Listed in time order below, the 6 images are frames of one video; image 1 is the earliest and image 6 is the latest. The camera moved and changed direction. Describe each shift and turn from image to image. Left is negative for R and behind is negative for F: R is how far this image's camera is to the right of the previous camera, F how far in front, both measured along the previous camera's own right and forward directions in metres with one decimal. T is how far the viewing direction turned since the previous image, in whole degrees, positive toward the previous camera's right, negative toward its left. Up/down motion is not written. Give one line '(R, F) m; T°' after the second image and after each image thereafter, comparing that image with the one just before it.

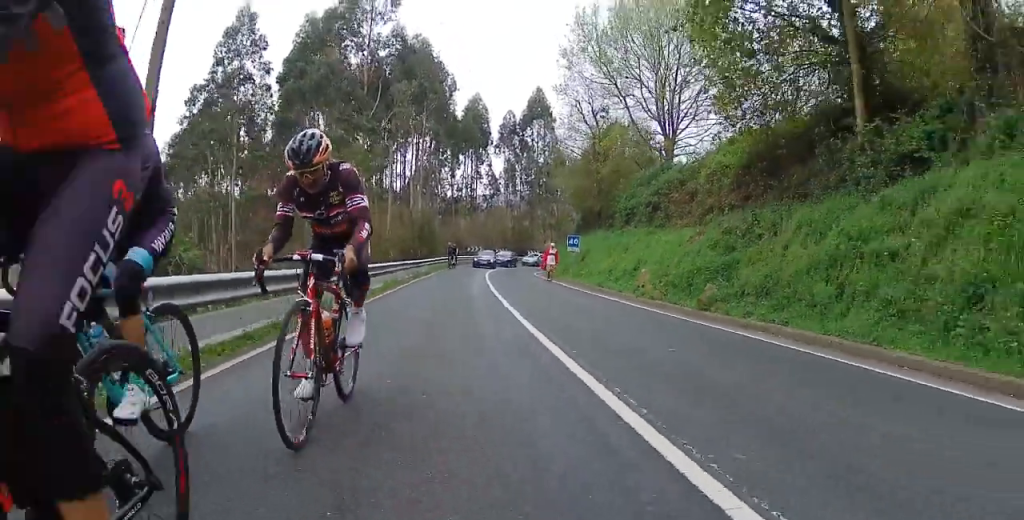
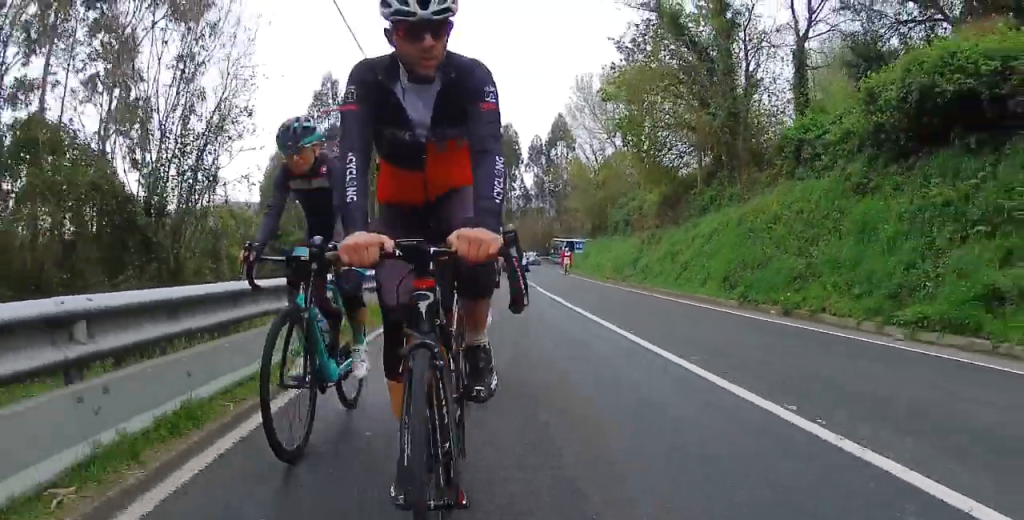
(-0.5, +14.7) m; -3°
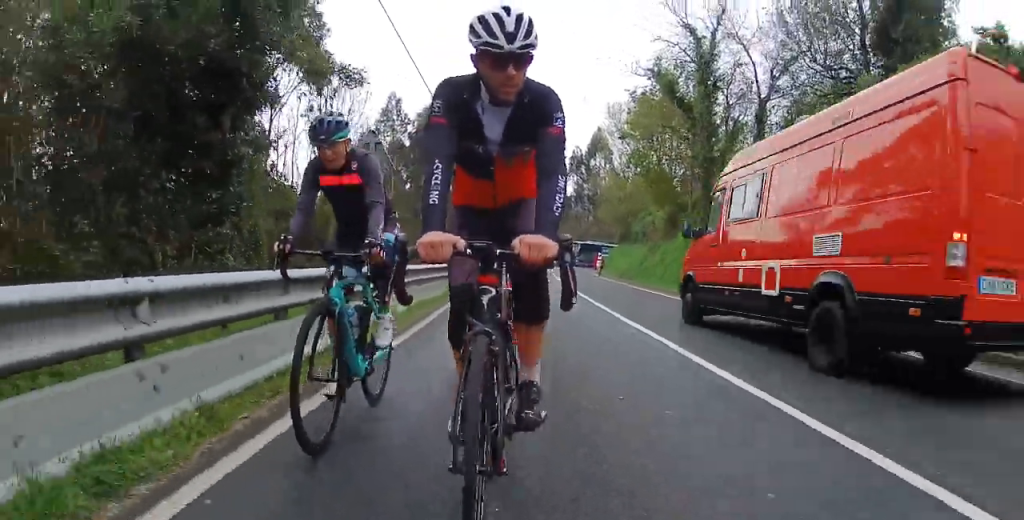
(0.0, +8.6) m; 0°
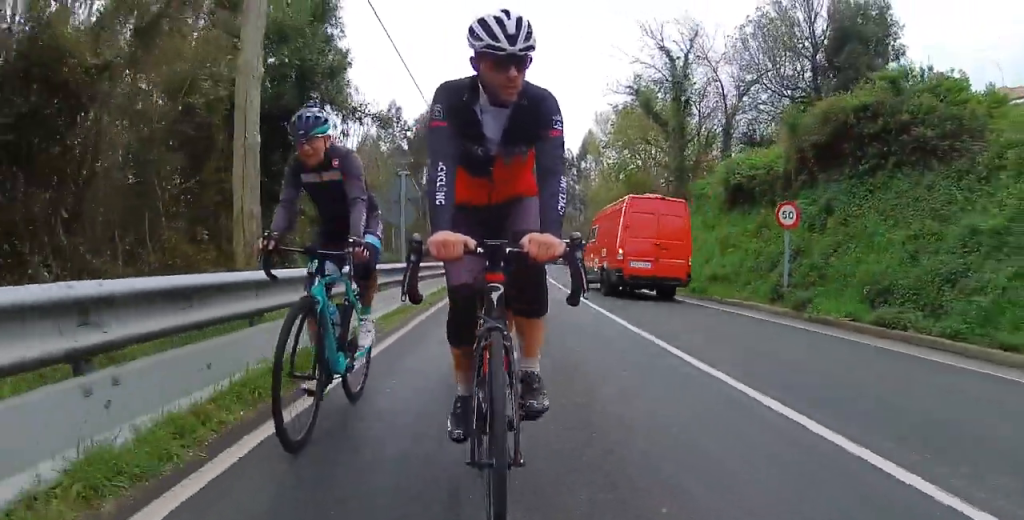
(+0.2, +3.7) m; 0°
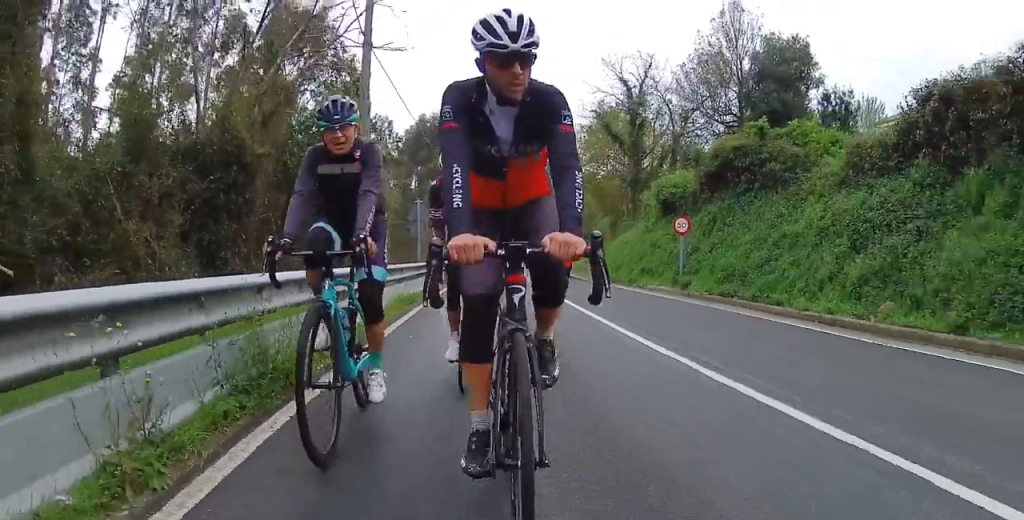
(-0.2, +6.4) m; -2°
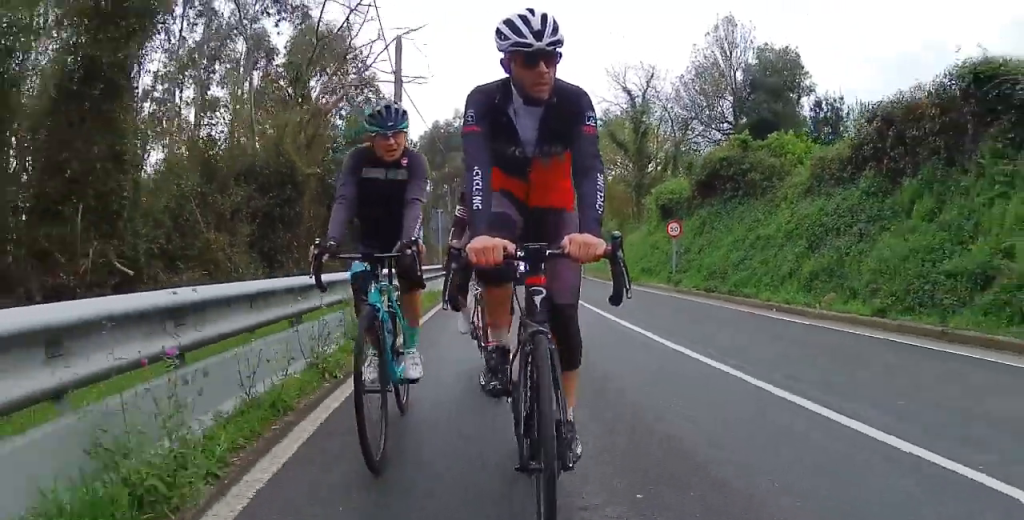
(+0.1, +2.5) m; +1°
